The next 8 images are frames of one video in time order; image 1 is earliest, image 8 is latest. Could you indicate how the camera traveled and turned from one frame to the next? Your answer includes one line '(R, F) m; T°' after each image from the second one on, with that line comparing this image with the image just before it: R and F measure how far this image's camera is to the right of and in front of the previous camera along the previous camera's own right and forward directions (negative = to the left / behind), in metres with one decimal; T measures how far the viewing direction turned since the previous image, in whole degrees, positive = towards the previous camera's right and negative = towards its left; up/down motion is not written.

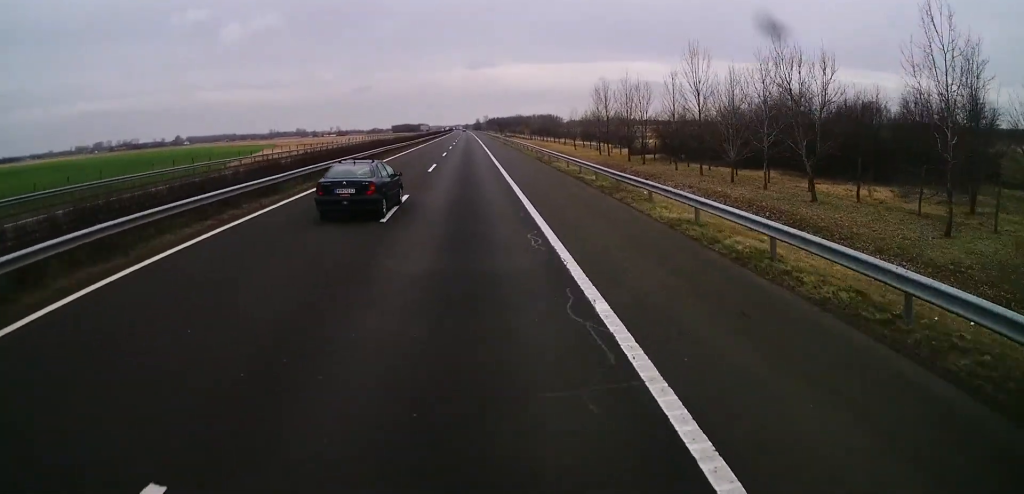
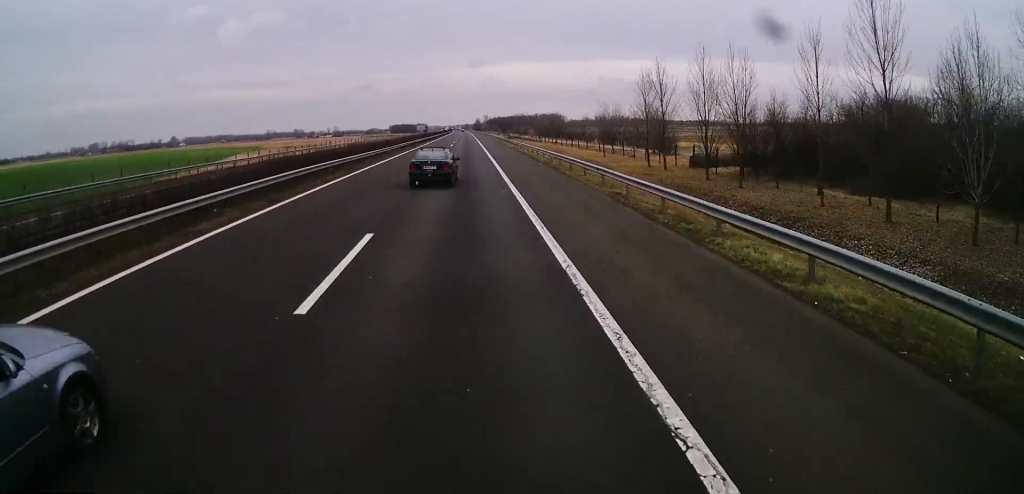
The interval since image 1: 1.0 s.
(0.0, +25.5) m; 0°
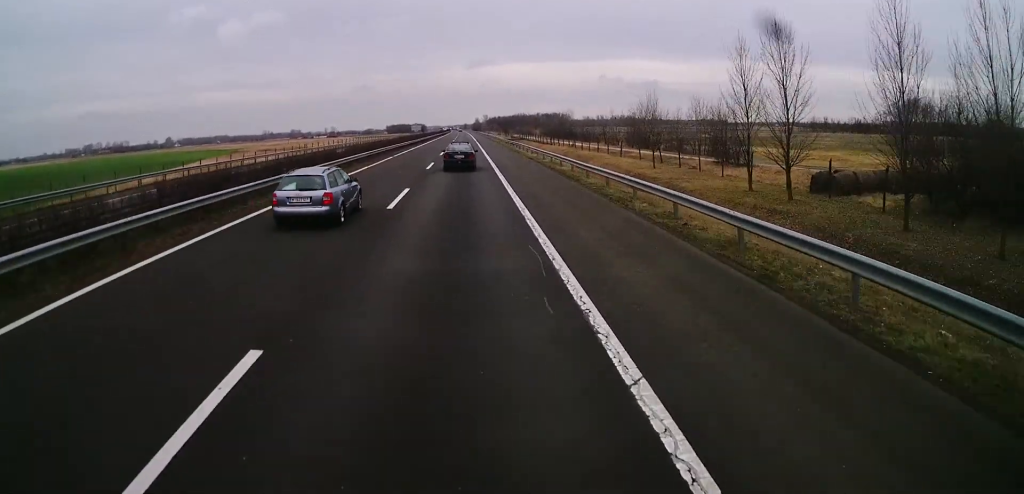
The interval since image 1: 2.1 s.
(0.0, +25.5) m; 0°
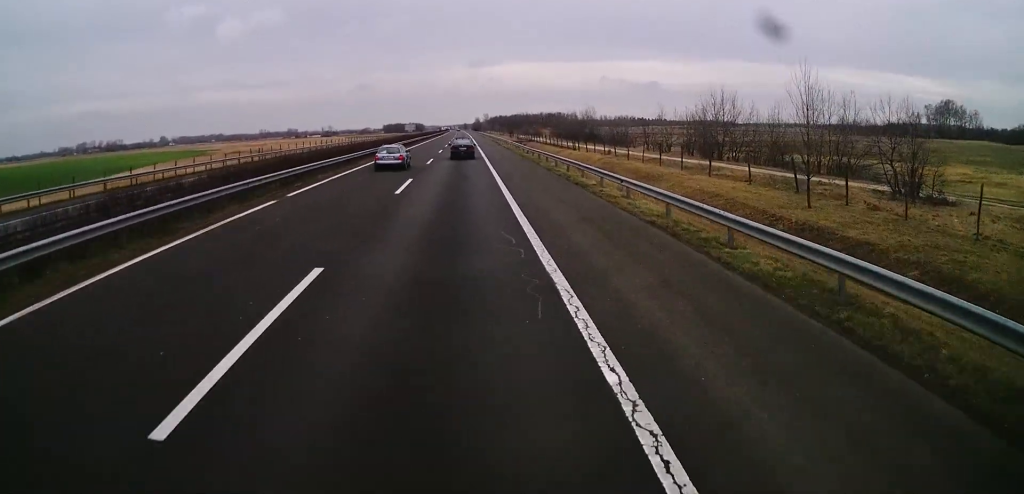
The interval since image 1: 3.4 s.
(0.0, +32.0) m; 0°
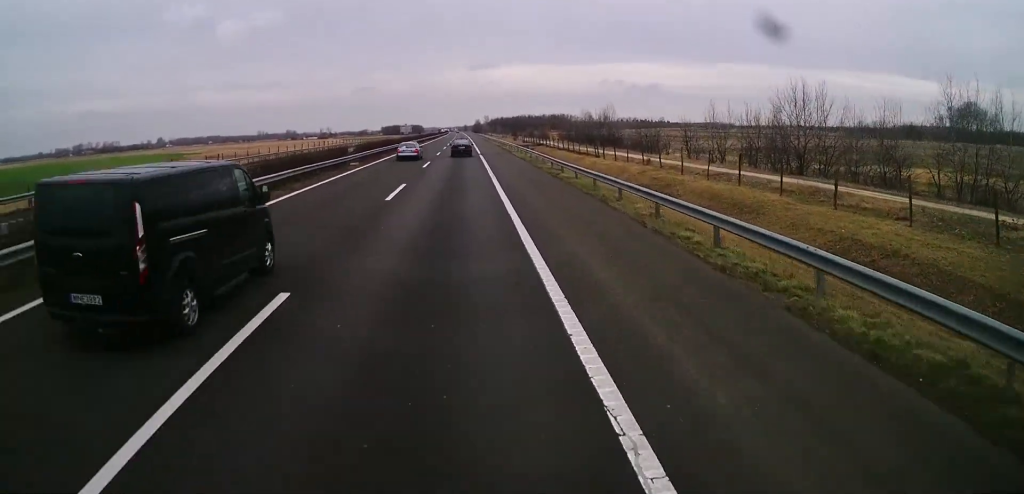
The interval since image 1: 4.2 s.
(0.0, +19.6) m; 0°
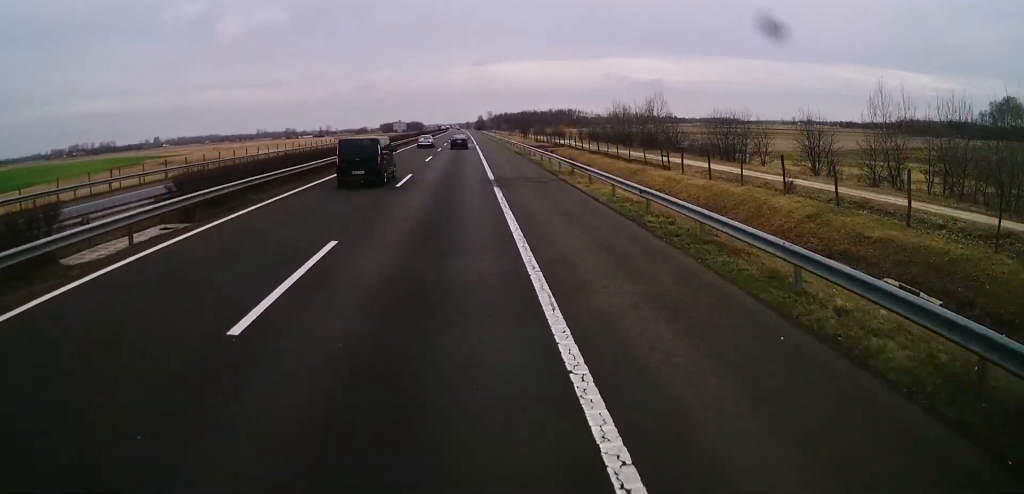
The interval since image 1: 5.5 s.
(0.0, +31.8) m; 0°
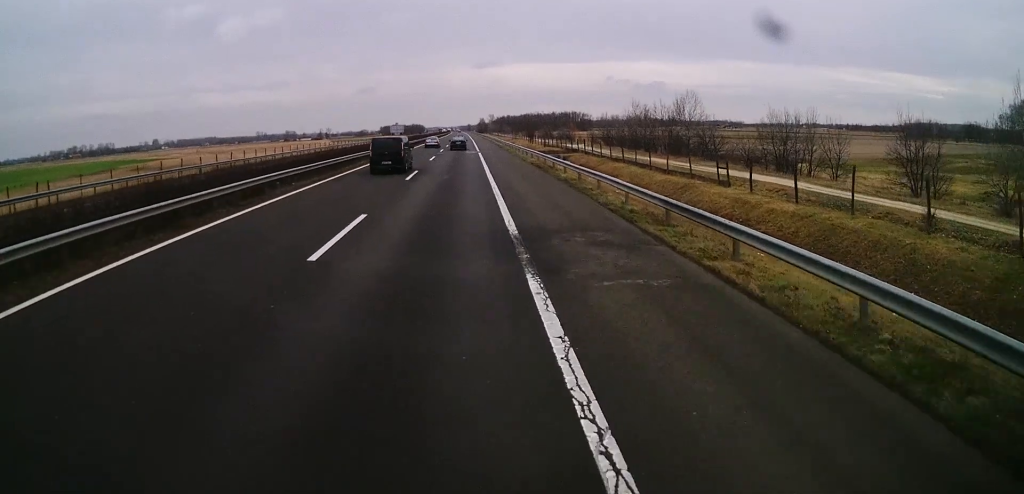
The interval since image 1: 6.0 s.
(0.0, +13.9) m; 0°
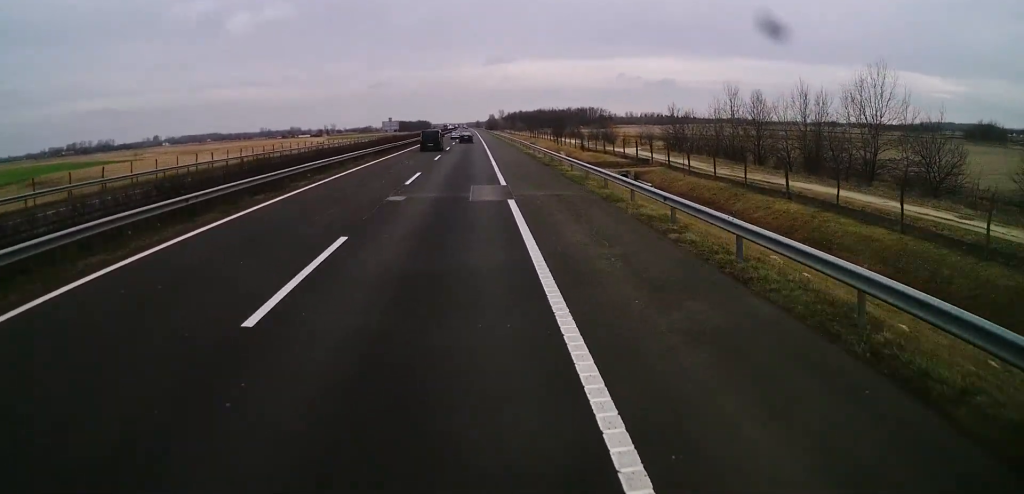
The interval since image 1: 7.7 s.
(-0.1, +39.8) m; 0°
